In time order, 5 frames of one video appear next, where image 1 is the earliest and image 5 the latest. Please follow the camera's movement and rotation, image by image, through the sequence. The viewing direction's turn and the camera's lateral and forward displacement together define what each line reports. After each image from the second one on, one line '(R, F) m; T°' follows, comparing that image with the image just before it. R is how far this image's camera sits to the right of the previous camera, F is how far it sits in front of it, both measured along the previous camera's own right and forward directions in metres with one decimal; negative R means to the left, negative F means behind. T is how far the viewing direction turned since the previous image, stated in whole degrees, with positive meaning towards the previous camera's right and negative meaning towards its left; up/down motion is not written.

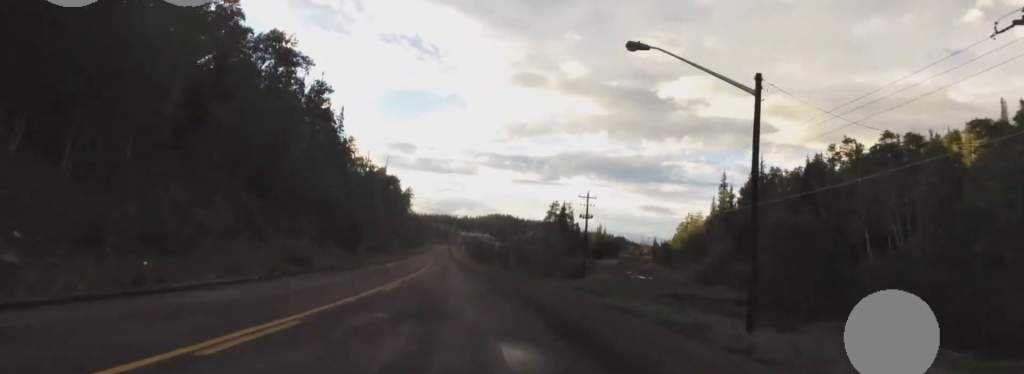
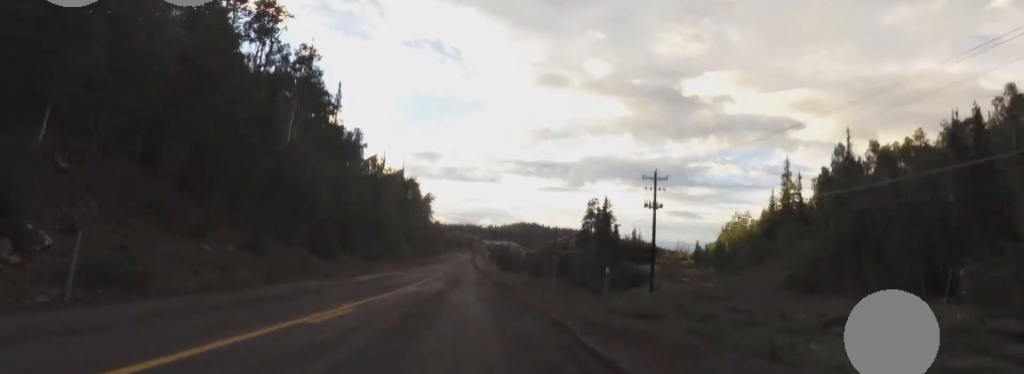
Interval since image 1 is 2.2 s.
(-2.4, +22.1) m; -6°
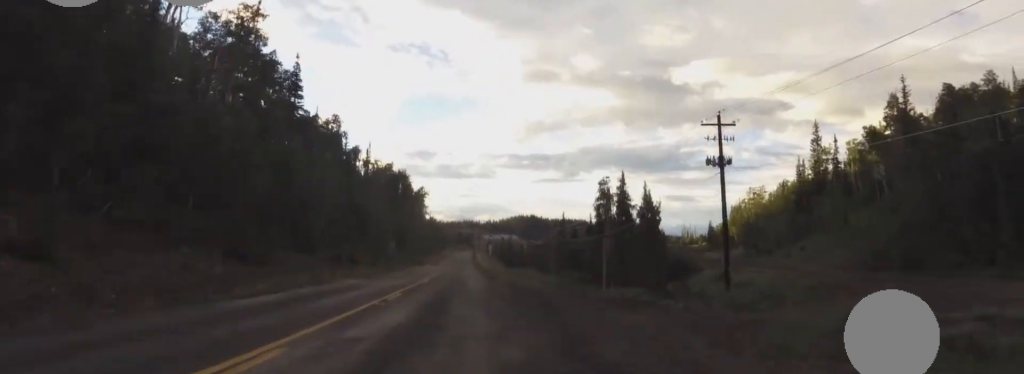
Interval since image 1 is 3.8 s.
(-0.1, +17.8) m; -5°
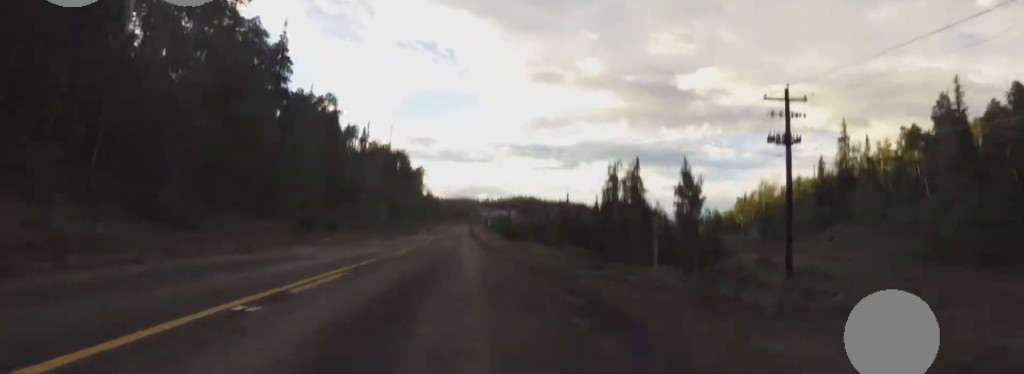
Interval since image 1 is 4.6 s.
(-0.6, +9.0) m; -1°
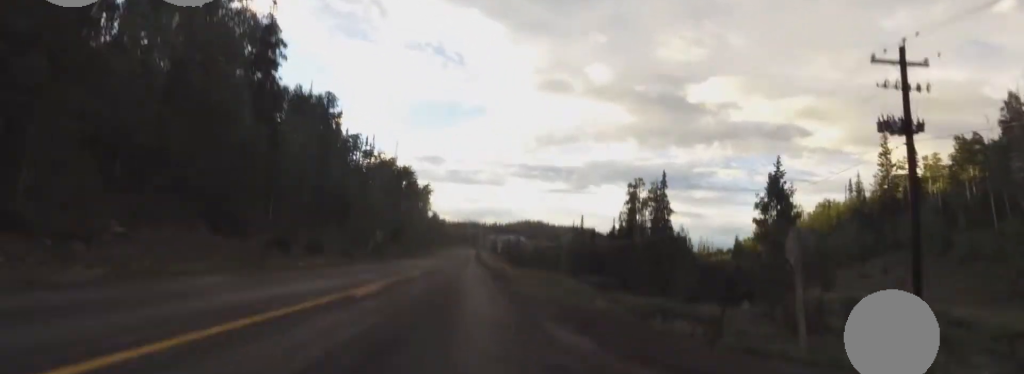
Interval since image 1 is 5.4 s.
(+0.1, +8.7) m; +4°
